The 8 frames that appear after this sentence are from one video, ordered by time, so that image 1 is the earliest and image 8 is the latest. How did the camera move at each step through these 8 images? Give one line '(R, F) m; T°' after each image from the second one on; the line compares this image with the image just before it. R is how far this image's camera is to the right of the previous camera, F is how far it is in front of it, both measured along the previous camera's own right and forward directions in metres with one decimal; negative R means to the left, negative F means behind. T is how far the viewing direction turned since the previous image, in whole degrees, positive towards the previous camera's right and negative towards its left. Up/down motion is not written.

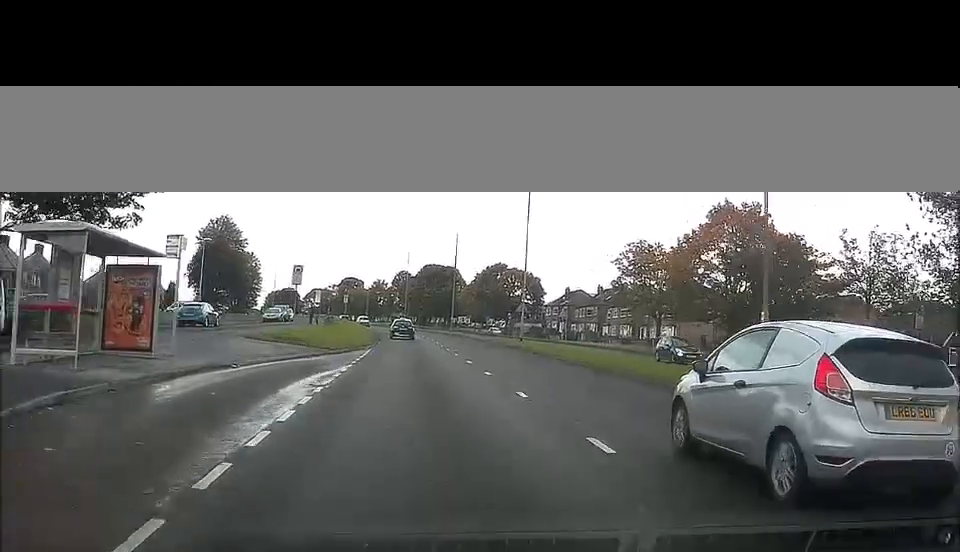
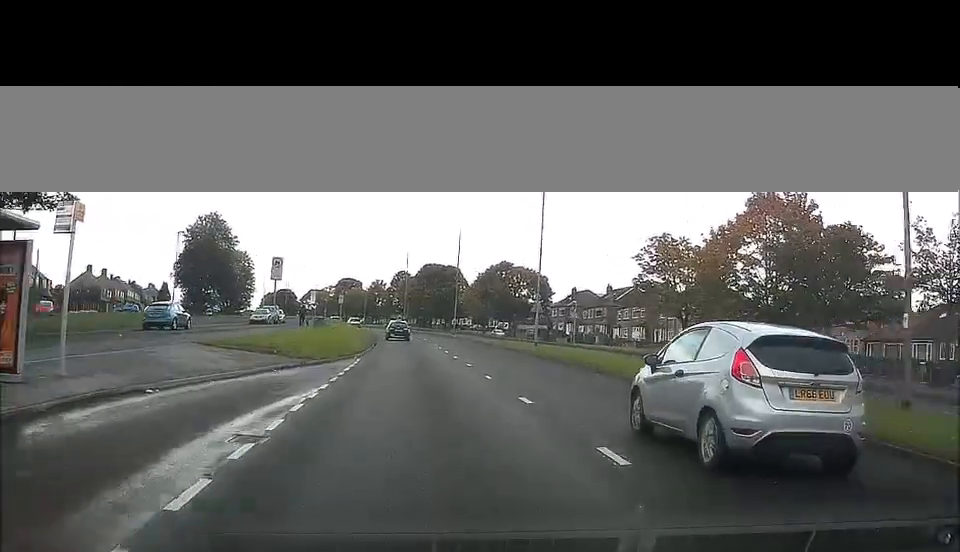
(0.0, +6.7) m; 0°
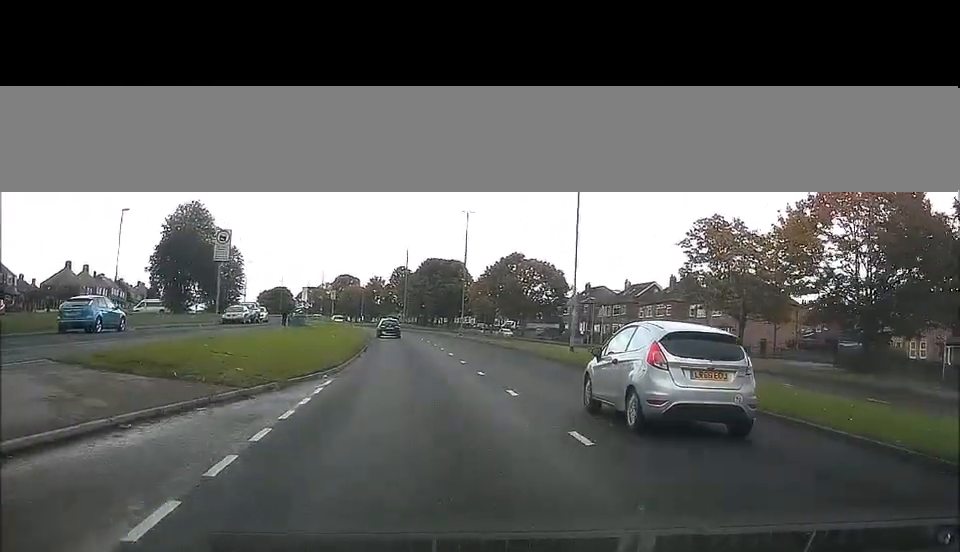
(-0.2, +10.9) m; 0°
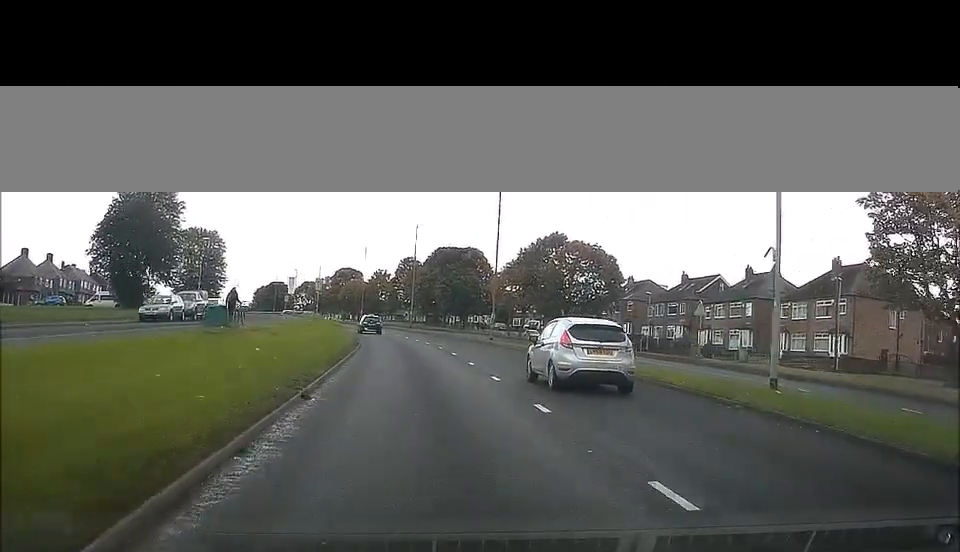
(+0.3, +21.6) m; +1°
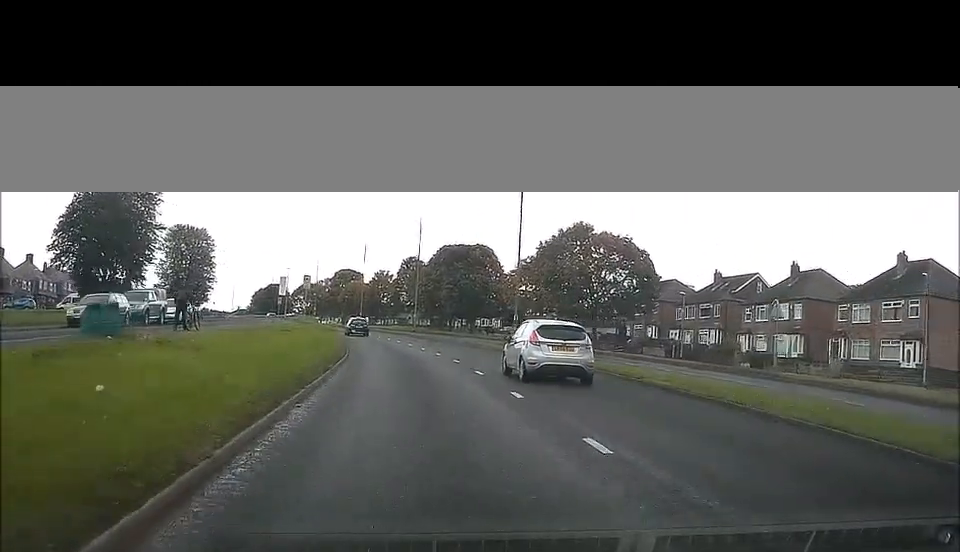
(0.0, +9.8) m; -1°
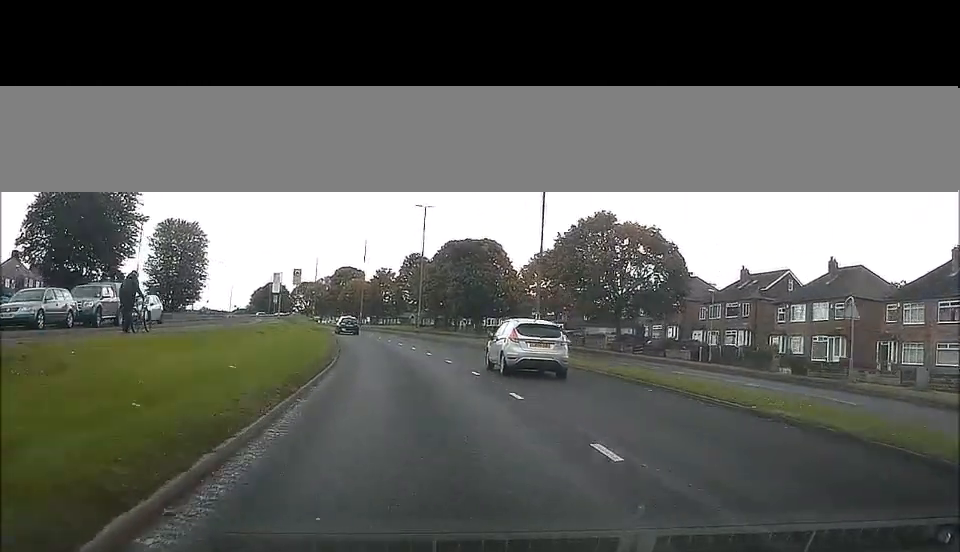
(-0.1, +6.6) m; -1°
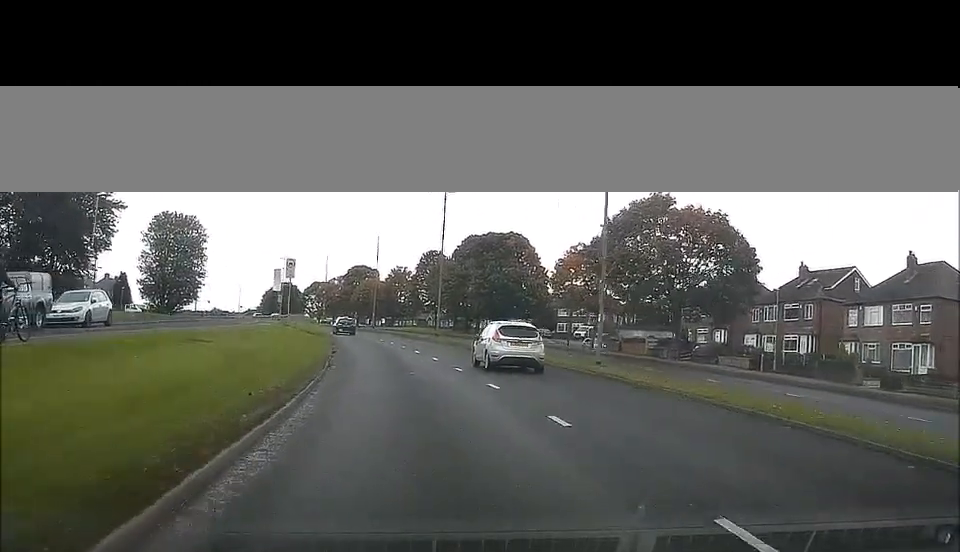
(-0.2, +9.7) m; -1°
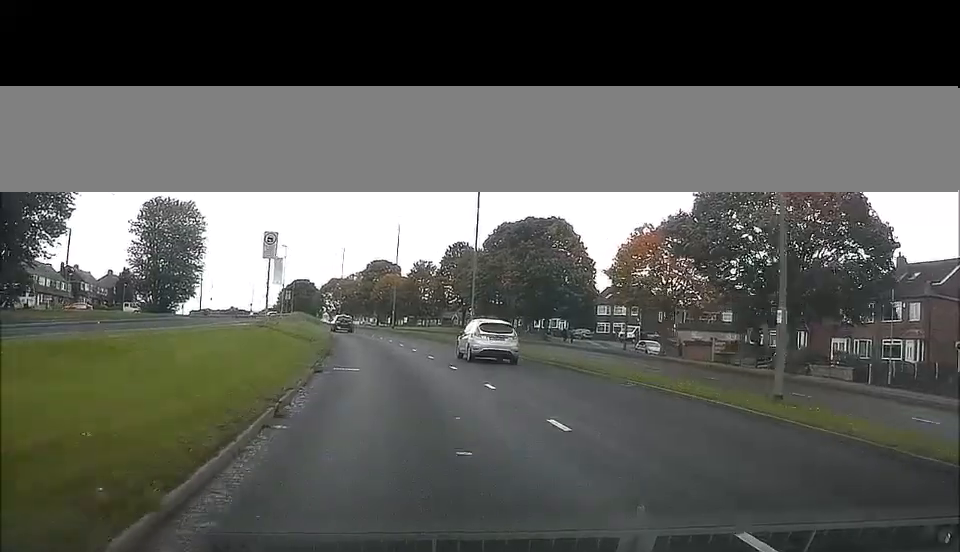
(-0.1, +12.6) m; -1°
